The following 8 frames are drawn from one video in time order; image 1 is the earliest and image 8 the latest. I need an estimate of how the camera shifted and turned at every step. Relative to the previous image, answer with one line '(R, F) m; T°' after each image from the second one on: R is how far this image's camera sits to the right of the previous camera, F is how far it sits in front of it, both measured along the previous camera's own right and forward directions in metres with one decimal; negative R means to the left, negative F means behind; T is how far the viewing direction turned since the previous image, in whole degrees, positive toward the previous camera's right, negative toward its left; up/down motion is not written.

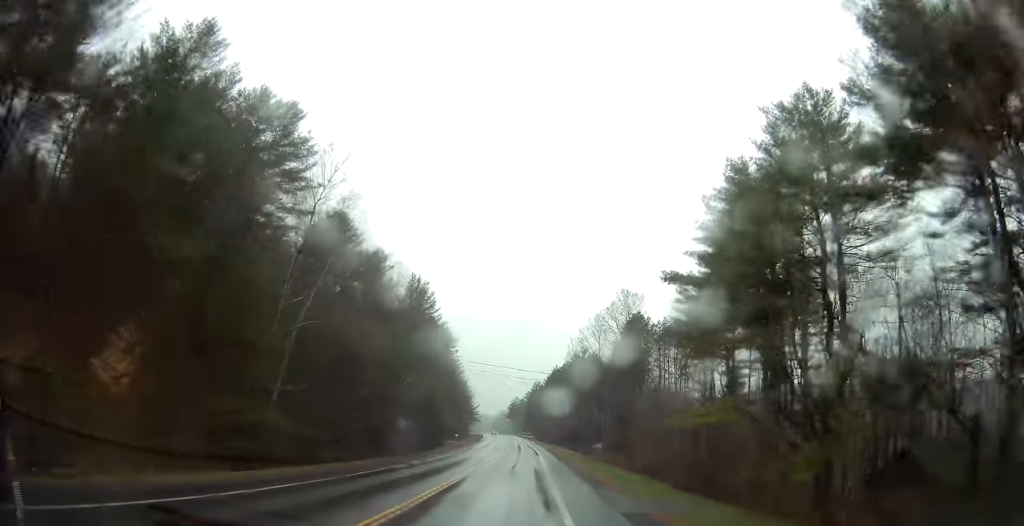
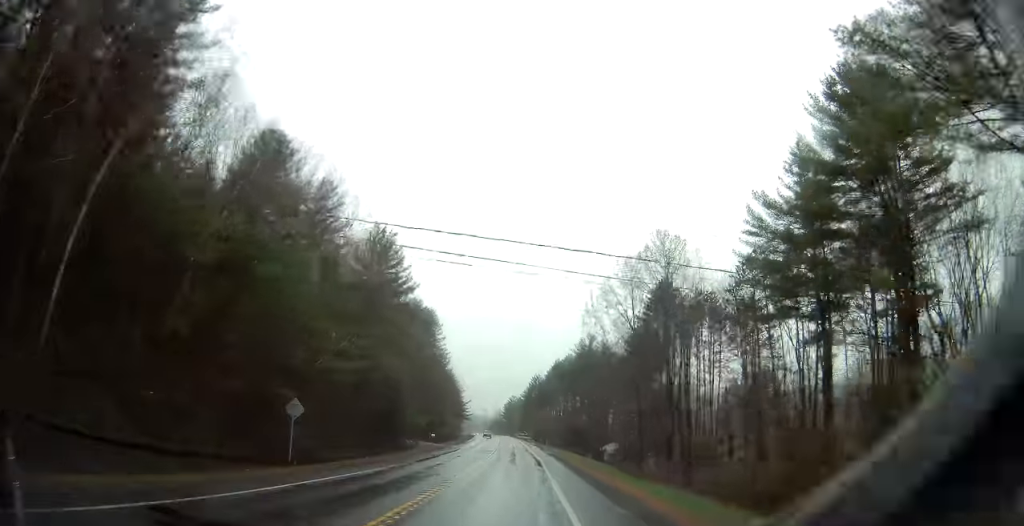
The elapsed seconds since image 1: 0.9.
(-0.1, +22.8) m; -1°
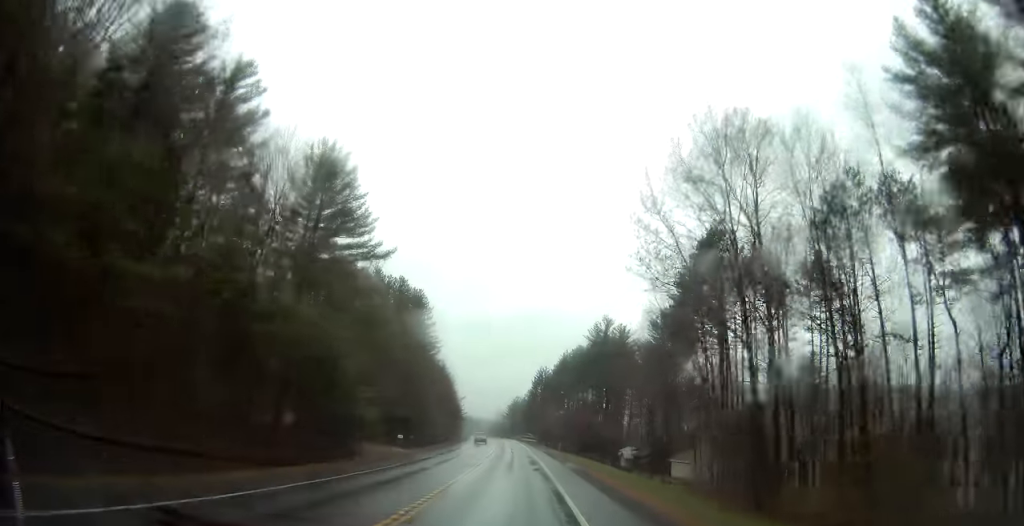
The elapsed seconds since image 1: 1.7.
(-0.3, +22.0) m; 0°
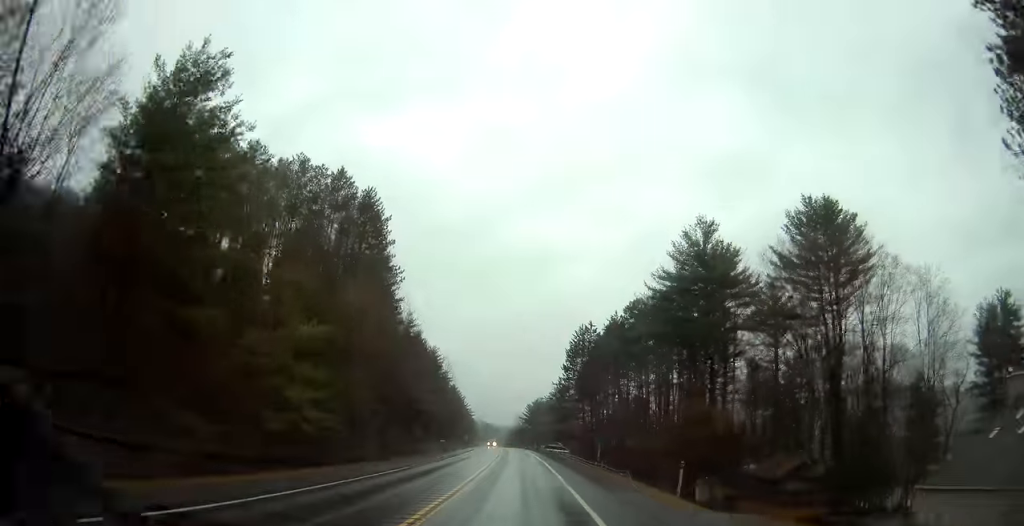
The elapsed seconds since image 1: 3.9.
(-0.7, +57.5) m; -2°
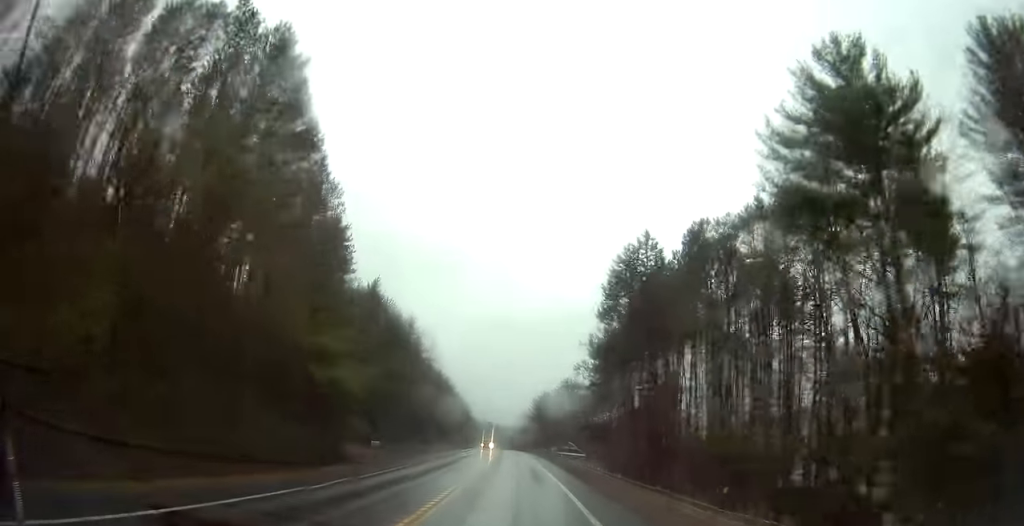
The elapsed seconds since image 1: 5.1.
(+0.1, +33.5) m; 0°
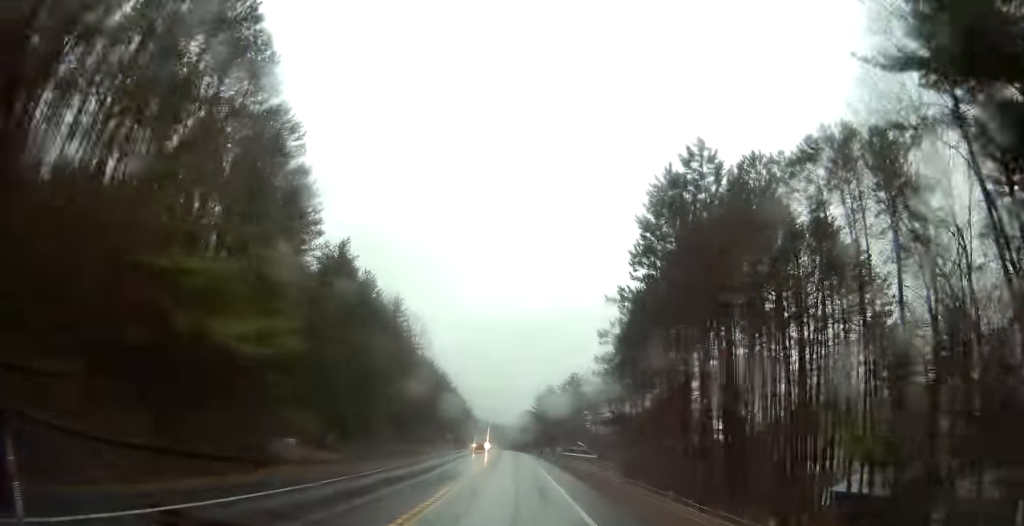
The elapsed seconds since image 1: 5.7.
(-0.1, +14.0) m; -1°
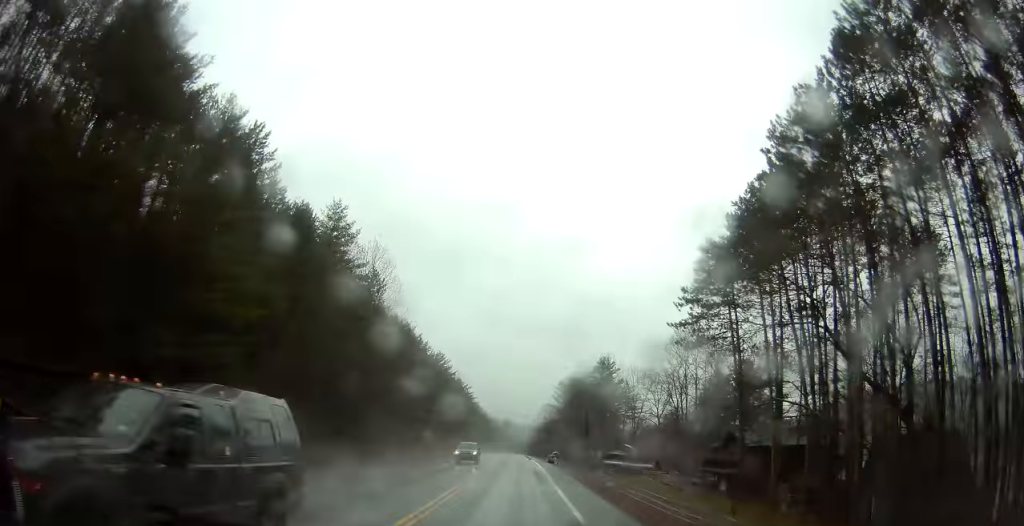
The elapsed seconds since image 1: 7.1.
(-0.6, +36.9) m; -1°
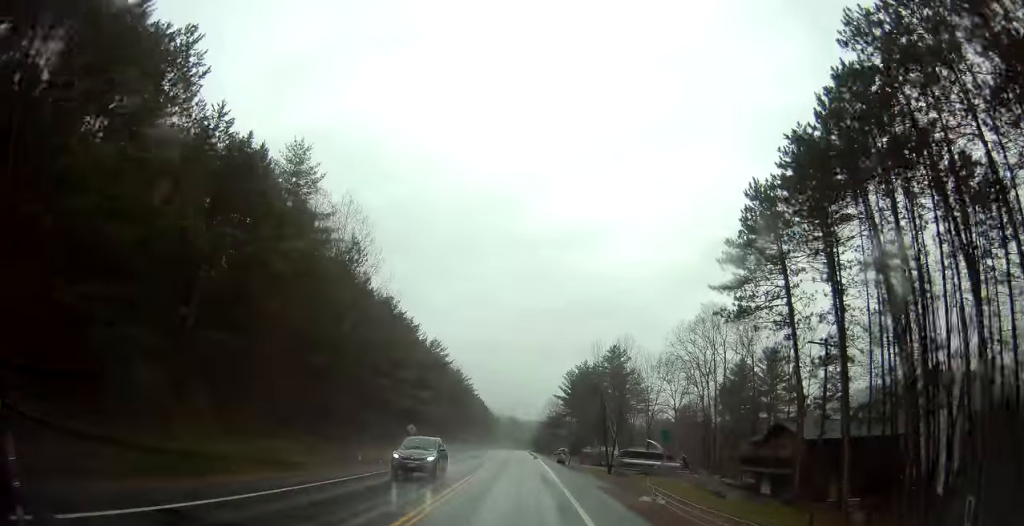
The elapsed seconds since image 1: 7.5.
(+0.2, +11.4) m; -1°
